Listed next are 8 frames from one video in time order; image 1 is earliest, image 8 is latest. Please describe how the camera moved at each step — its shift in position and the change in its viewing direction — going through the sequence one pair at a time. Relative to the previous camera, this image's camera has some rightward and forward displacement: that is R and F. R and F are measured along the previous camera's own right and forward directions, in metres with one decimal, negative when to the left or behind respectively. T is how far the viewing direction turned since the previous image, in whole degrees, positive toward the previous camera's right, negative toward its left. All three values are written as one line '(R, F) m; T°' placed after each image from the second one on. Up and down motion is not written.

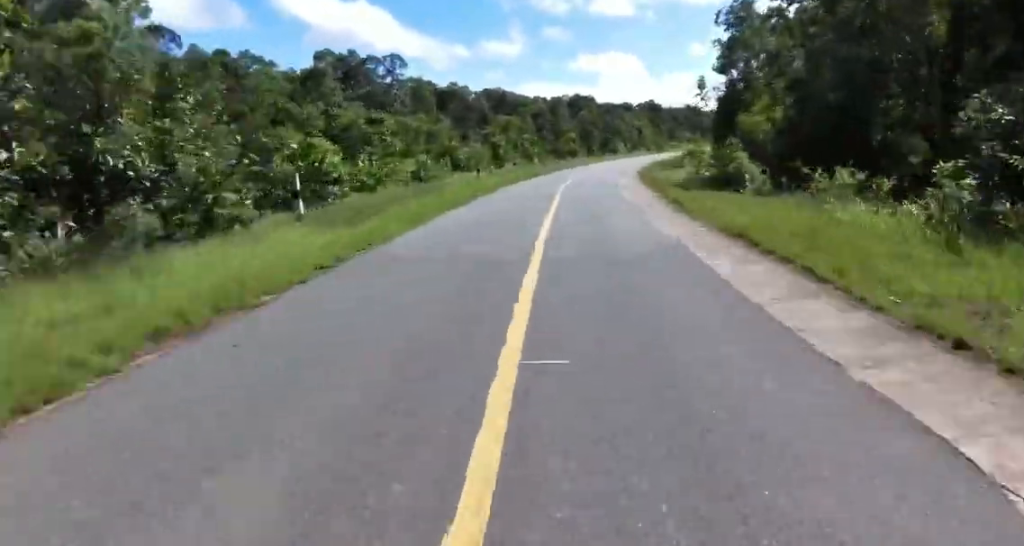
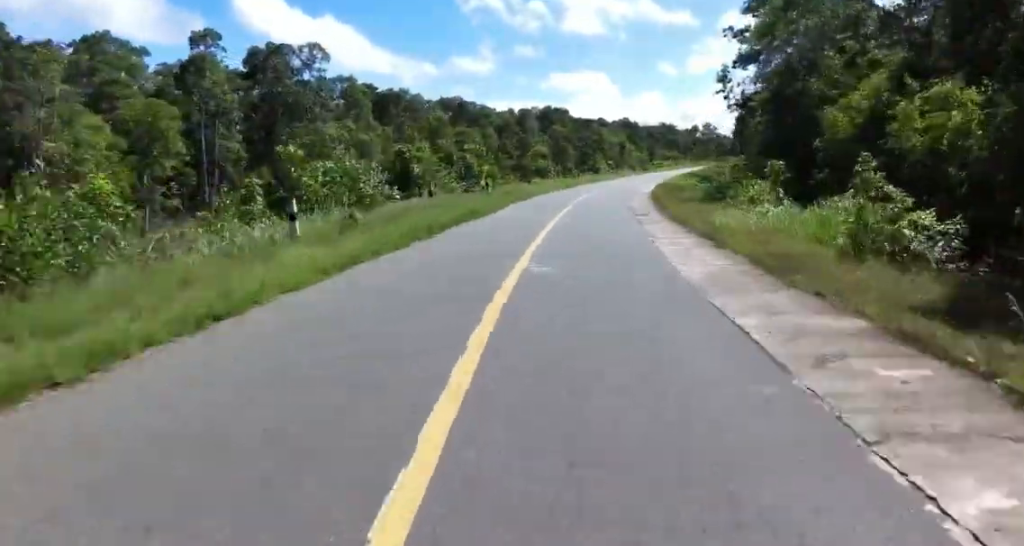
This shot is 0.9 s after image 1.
(+0.9, +20.4) m; +5°
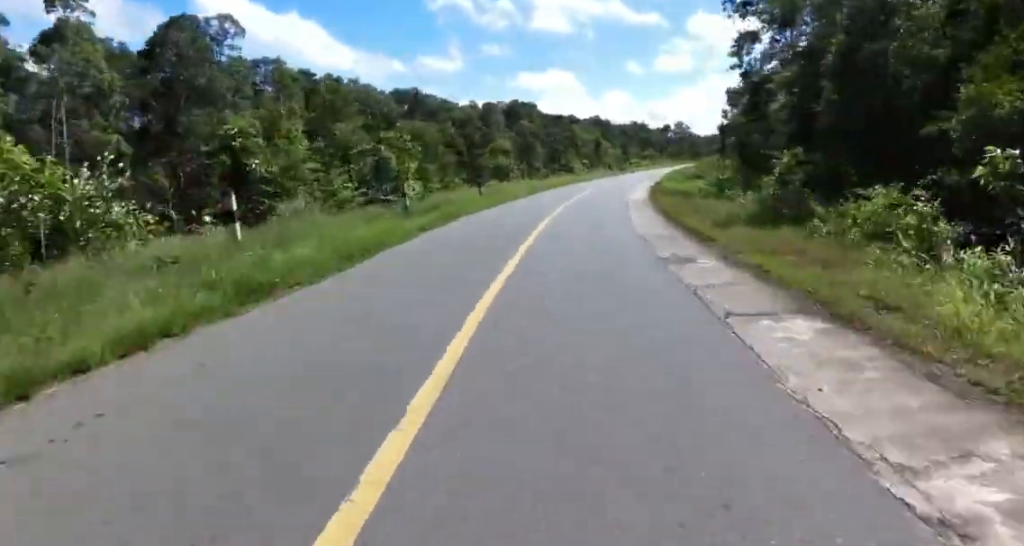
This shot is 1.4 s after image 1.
(+0.4, +11.3) m; +2°
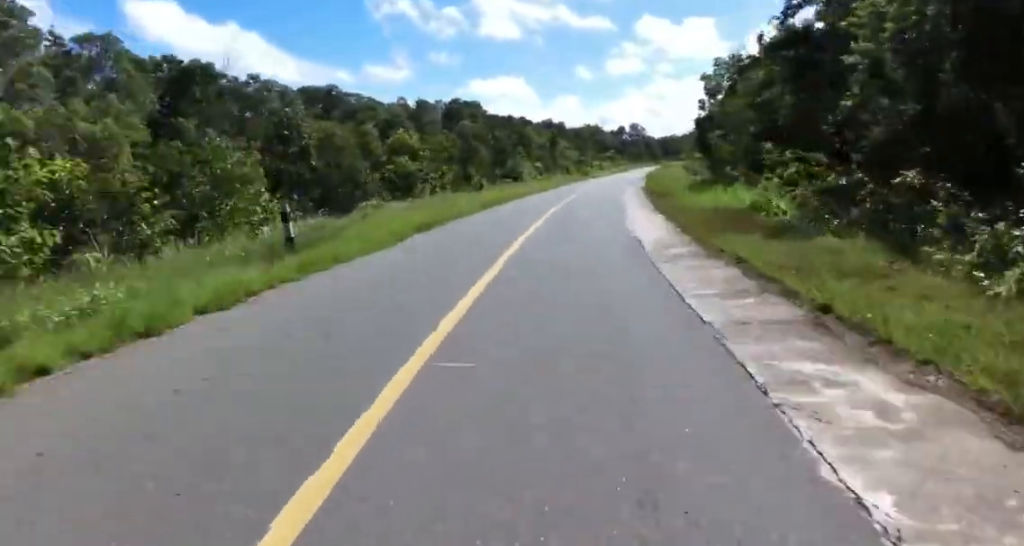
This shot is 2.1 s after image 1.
(+0.1, +16.7) m; 0°
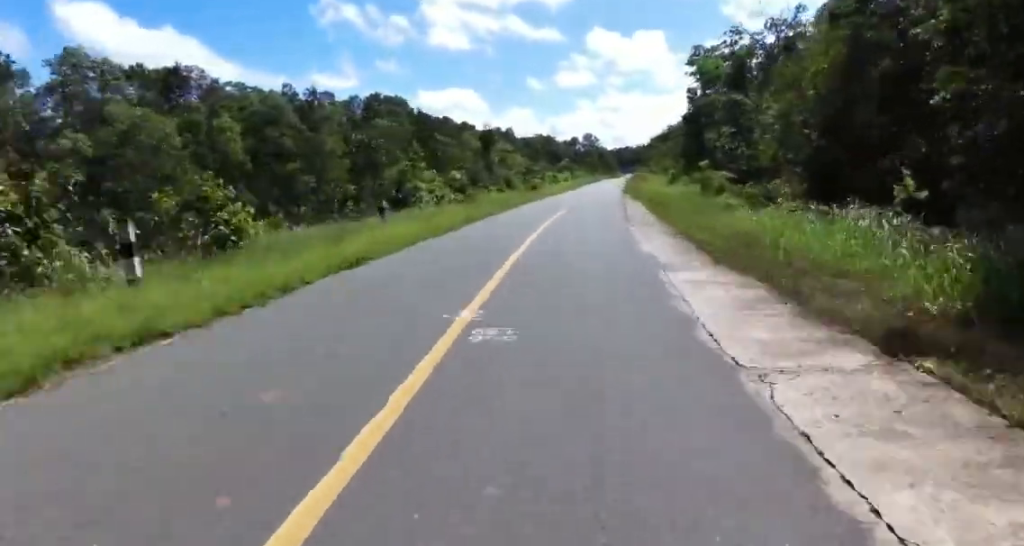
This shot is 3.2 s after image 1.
(+0.1, +23.5) m; +2°
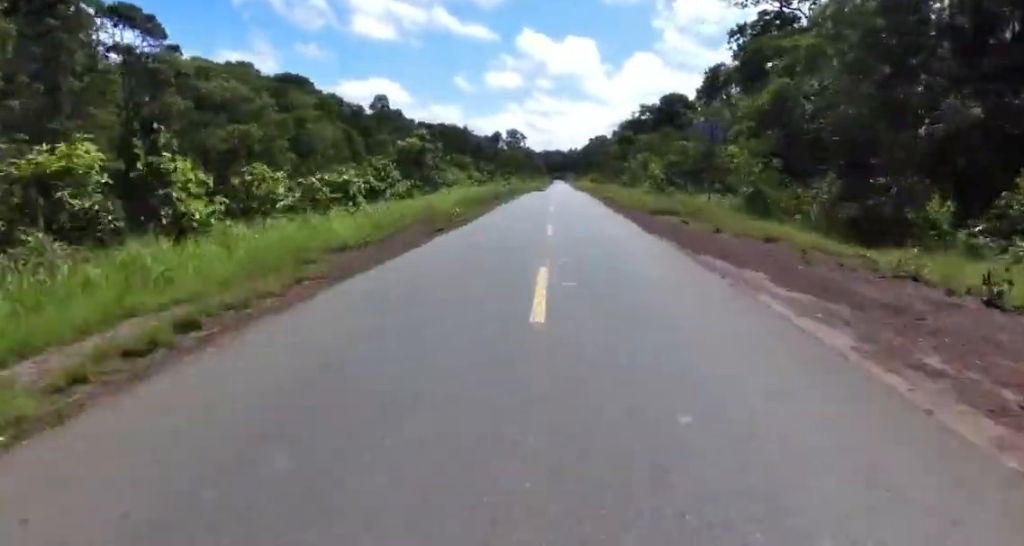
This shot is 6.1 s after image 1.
(+4.9, +73.7) m; +9°
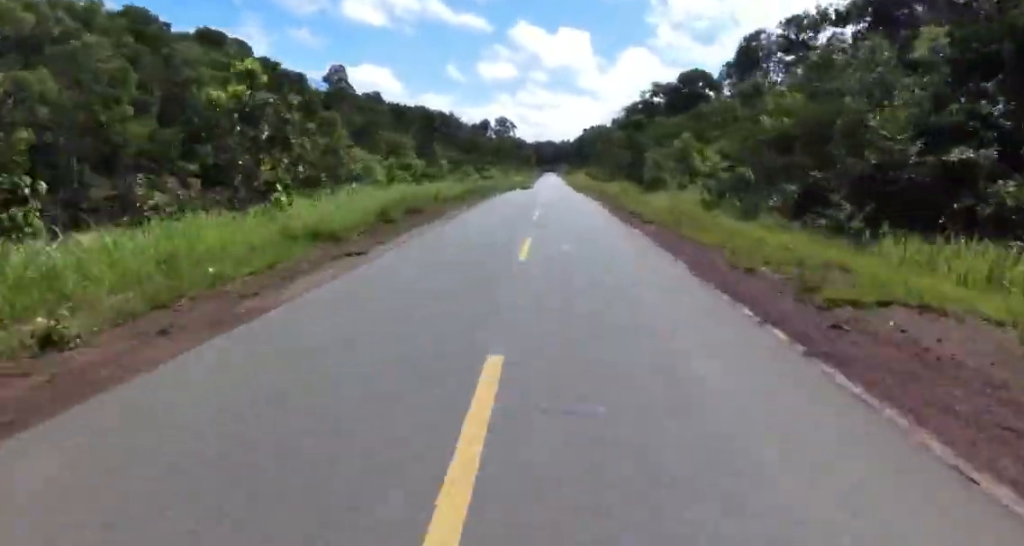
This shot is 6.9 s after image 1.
(+0.9, +20.1) m; +3°
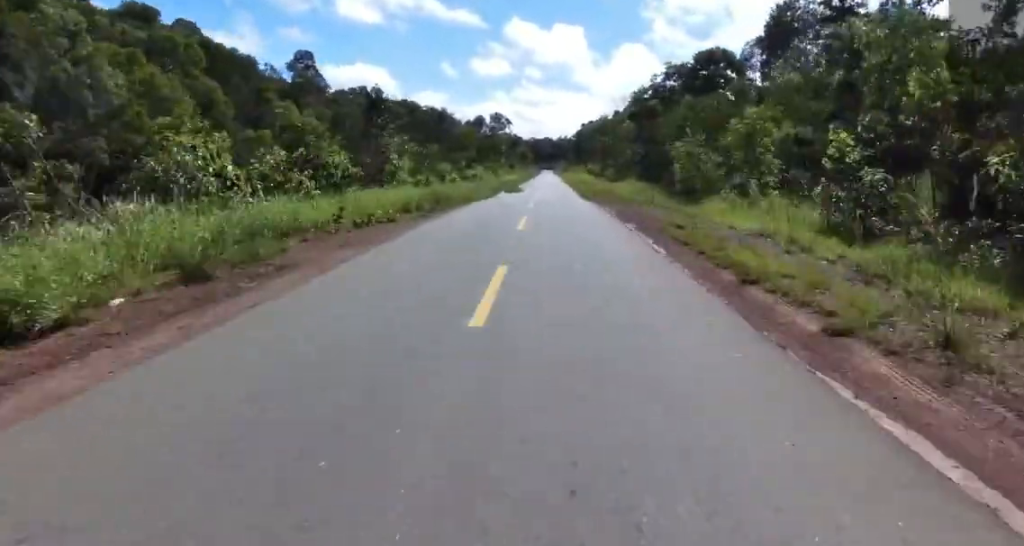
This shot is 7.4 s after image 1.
(+1.0, +13.1) m; +1°
